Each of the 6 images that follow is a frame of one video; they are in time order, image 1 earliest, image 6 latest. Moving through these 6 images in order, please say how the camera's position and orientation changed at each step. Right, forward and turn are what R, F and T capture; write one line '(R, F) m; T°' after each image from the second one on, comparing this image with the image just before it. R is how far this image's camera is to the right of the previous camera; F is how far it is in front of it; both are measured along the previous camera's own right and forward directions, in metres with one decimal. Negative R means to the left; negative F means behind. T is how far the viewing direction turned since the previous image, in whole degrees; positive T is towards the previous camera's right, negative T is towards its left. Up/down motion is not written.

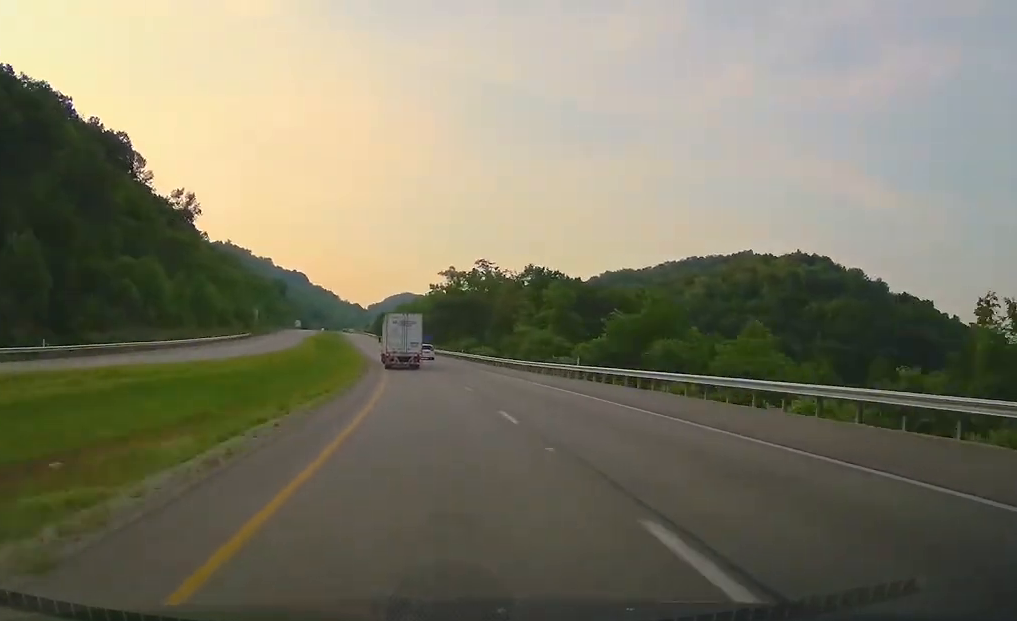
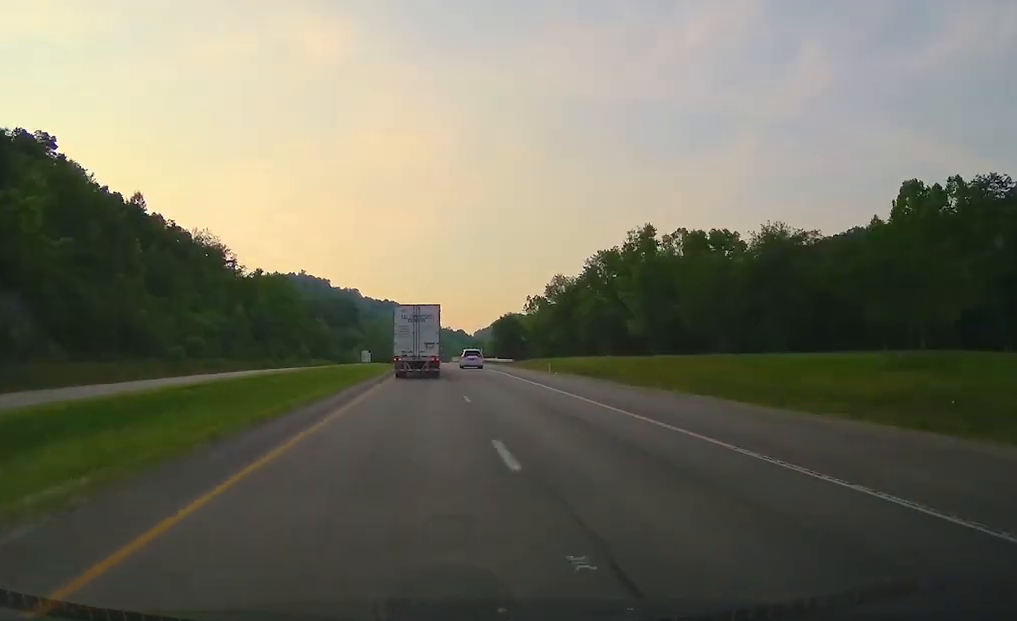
(-17.0, +173.0) m; -7°
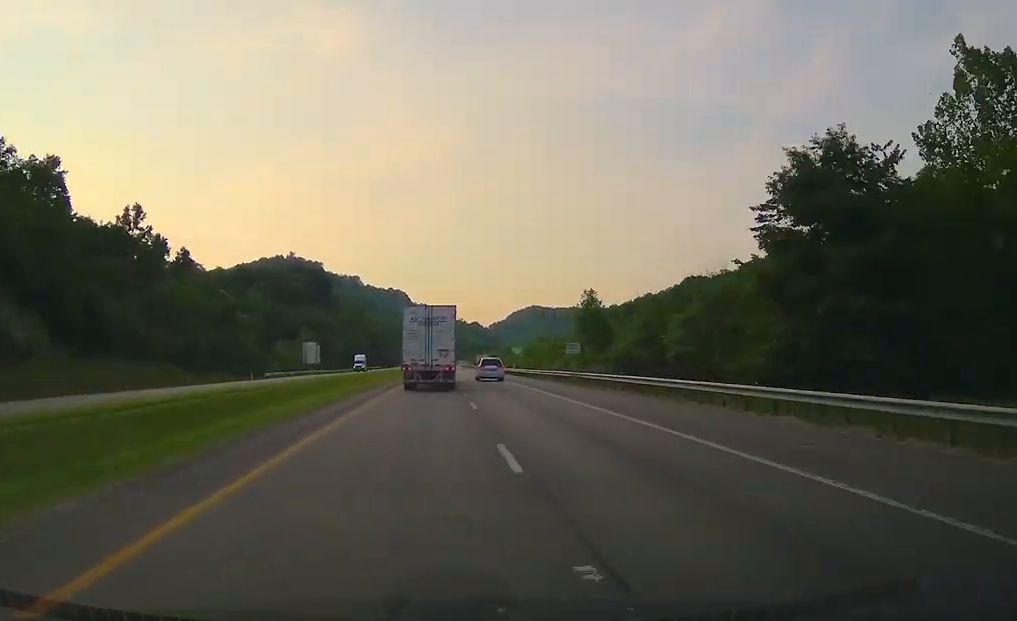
(-2.2, +145.5) m; -1°
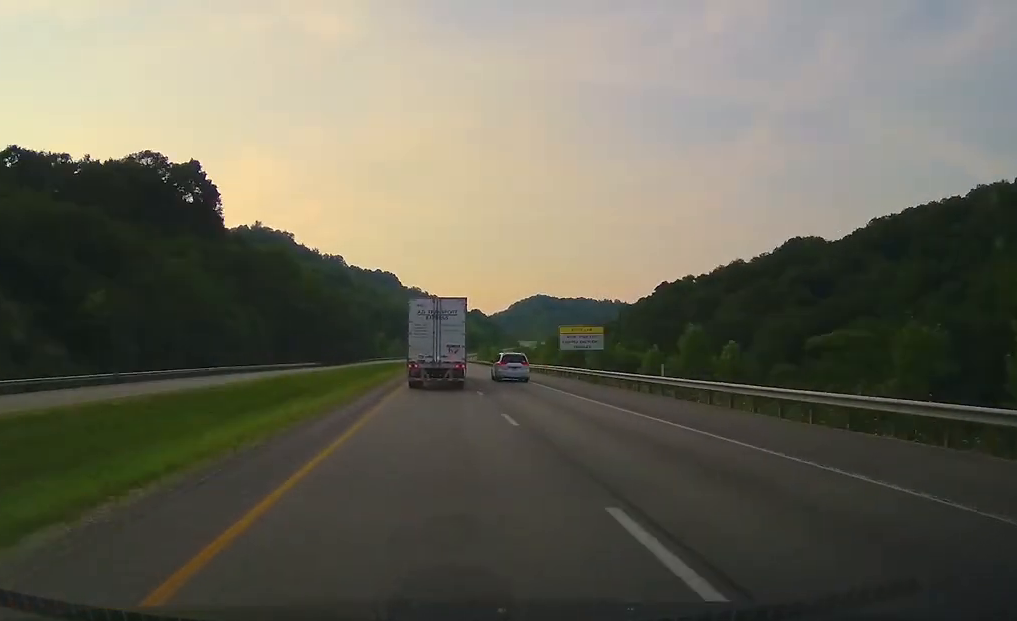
(+0.4, +151.5) m; +1°
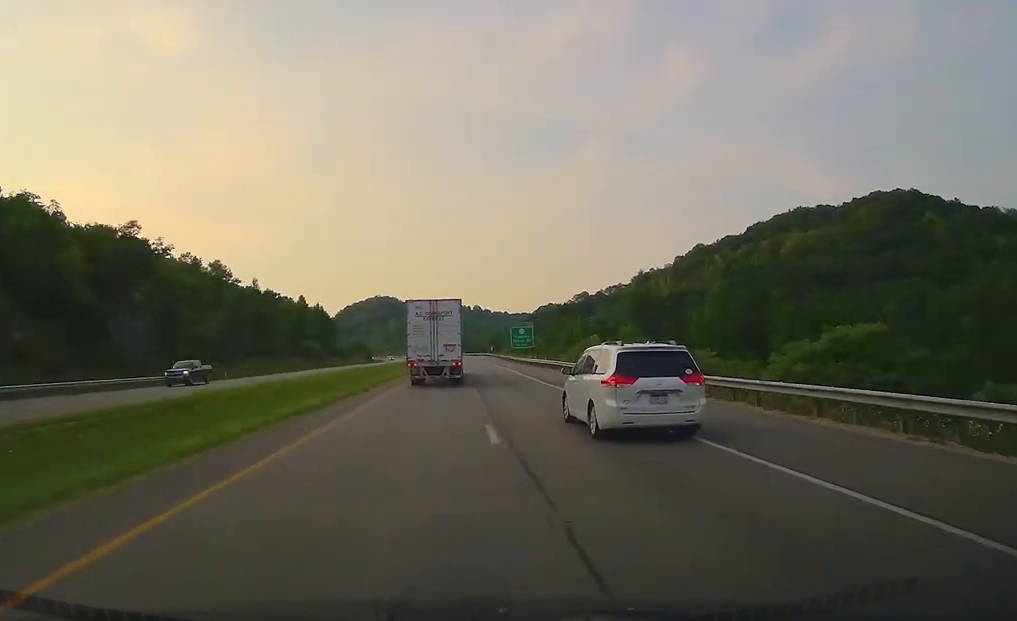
(+44.7, +413.2) m; +15°
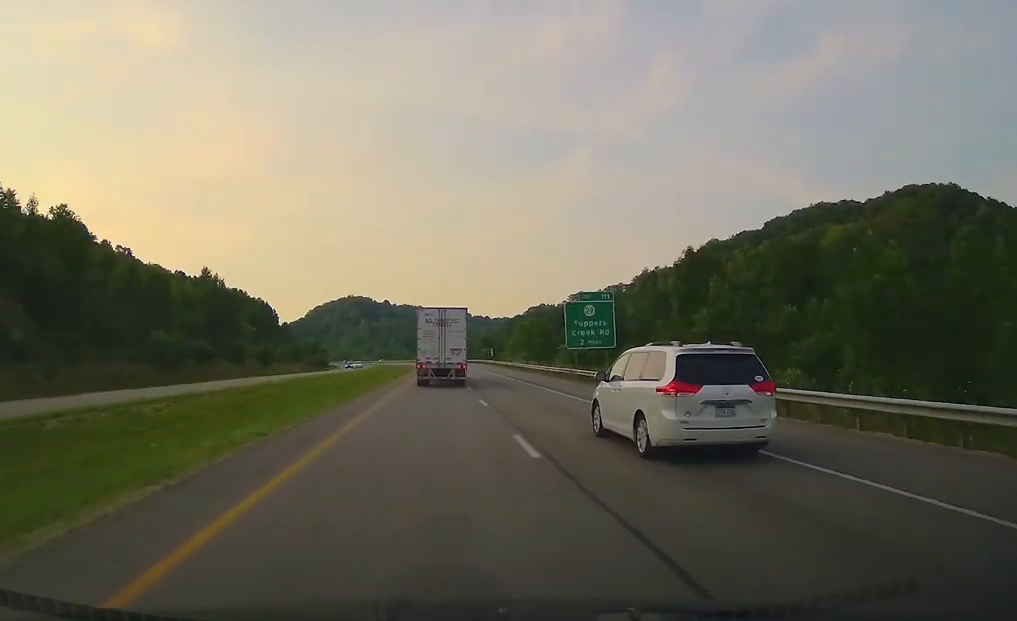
(+2.2, +76.6) m; +1°
